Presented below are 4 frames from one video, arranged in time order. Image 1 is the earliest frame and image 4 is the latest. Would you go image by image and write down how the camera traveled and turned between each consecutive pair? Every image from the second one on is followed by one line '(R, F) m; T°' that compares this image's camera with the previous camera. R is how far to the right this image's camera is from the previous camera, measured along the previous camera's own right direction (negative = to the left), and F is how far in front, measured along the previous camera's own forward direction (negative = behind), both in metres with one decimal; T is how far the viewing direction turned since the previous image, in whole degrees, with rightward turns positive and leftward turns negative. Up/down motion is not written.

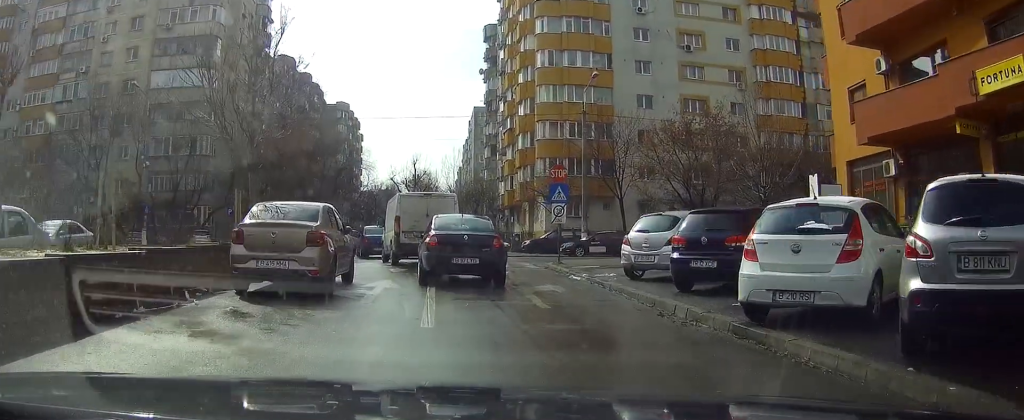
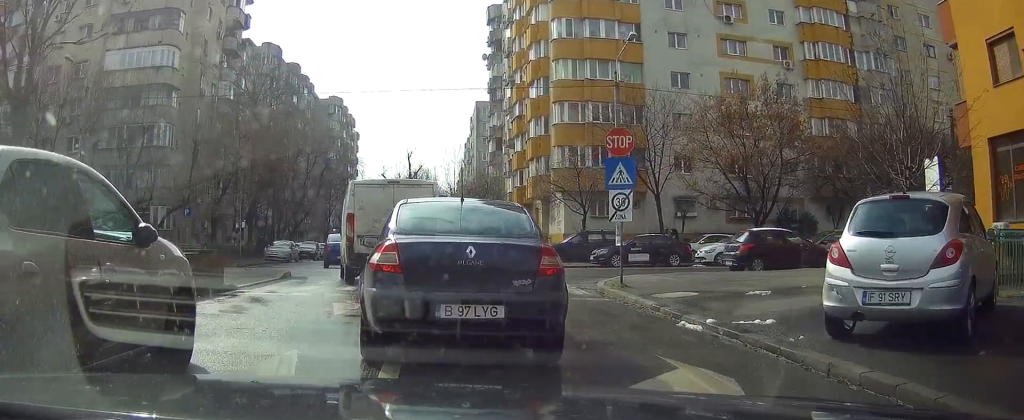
(-0.1, +9.5) m; -2°
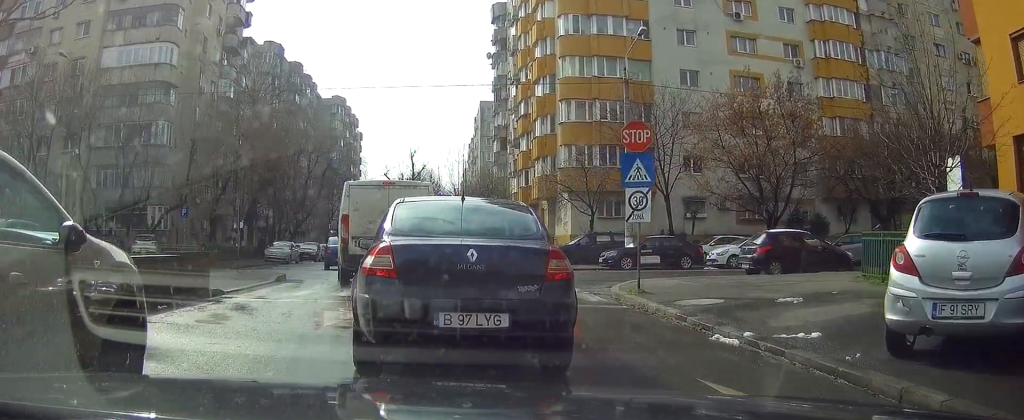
(-0.1, +1.2) m; -1°
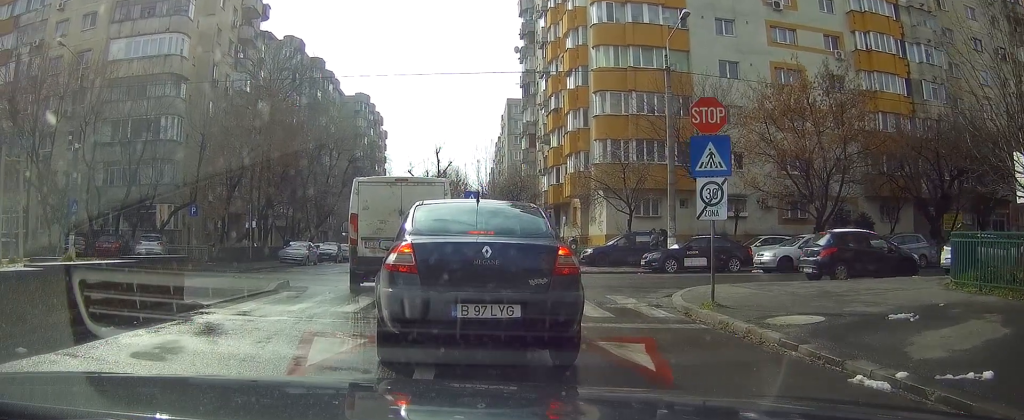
(+0.2, +2.5) m; -1°
